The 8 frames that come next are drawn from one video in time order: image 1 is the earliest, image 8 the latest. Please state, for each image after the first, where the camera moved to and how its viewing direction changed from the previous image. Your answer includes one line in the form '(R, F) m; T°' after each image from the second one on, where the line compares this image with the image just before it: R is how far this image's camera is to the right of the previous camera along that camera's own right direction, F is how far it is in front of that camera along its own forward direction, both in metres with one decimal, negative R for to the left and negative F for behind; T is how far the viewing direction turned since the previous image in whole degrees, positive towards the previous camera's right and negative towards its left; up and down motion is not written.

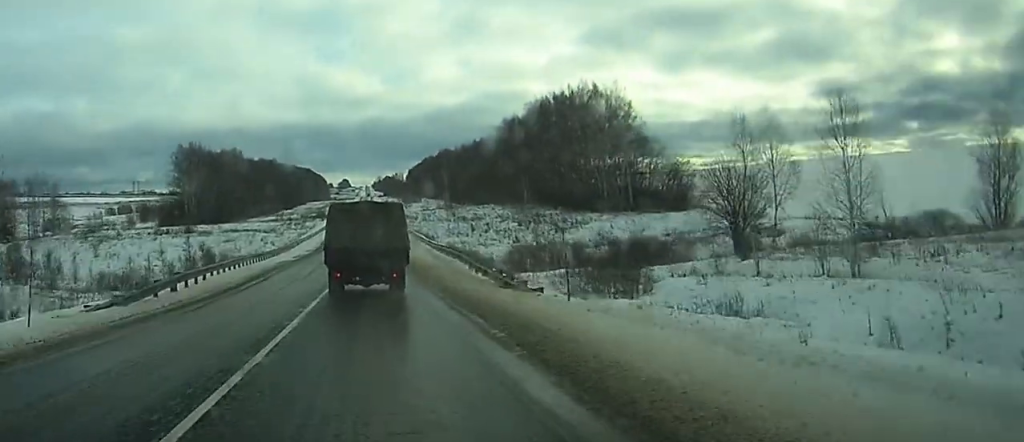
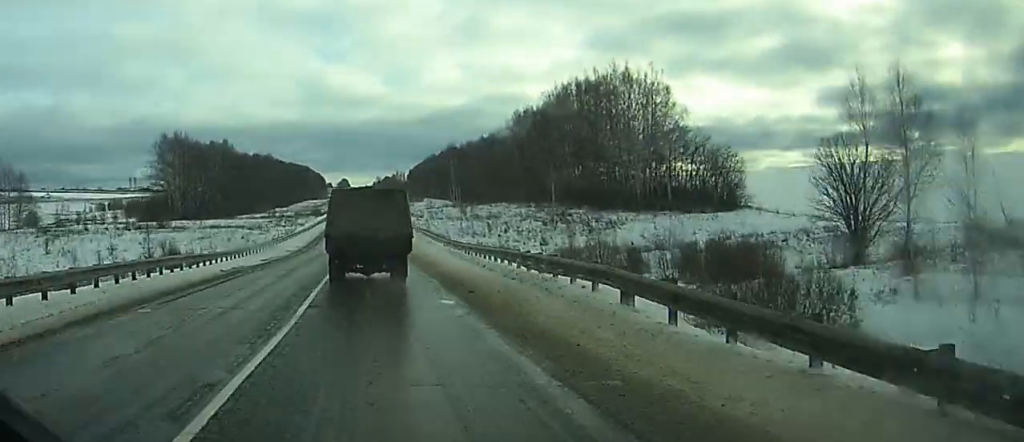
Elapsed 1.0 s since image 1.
(+1.1, +20.2) m; 0°
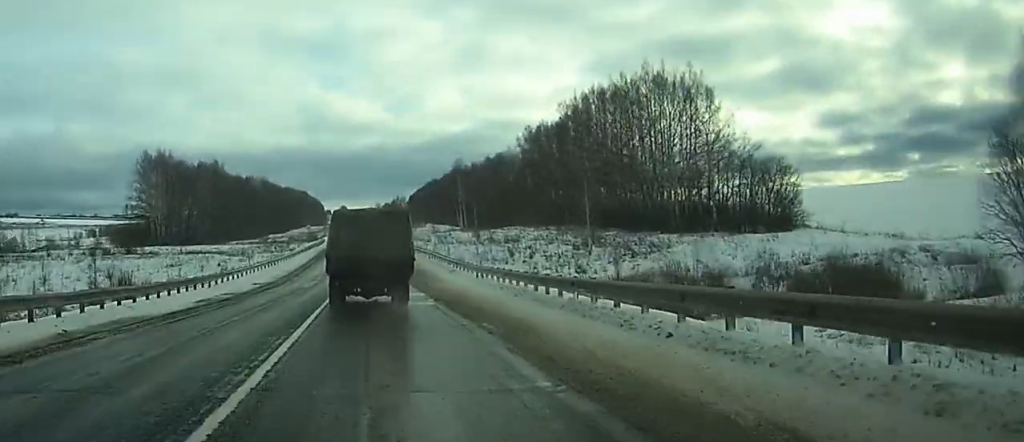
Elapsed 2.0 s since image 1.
(-0.8, +18.3) m; -3°
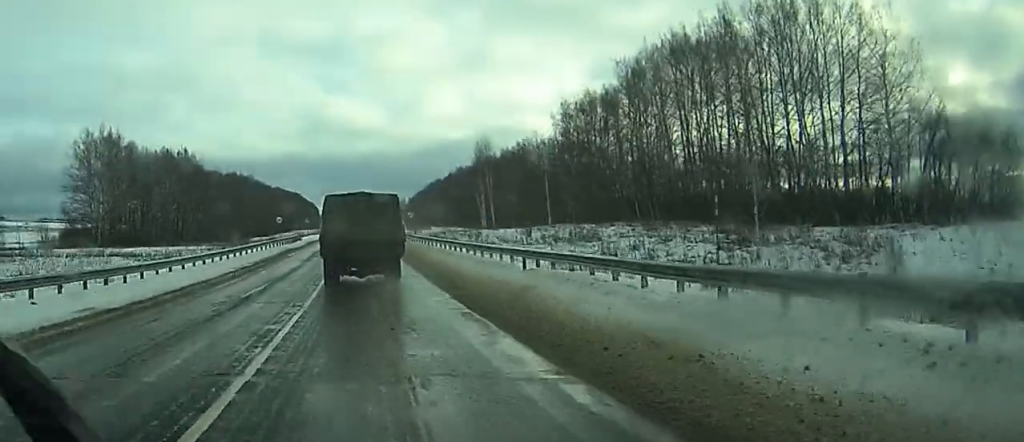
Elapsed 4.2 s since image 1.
(0.0, +44.7) m; 0°
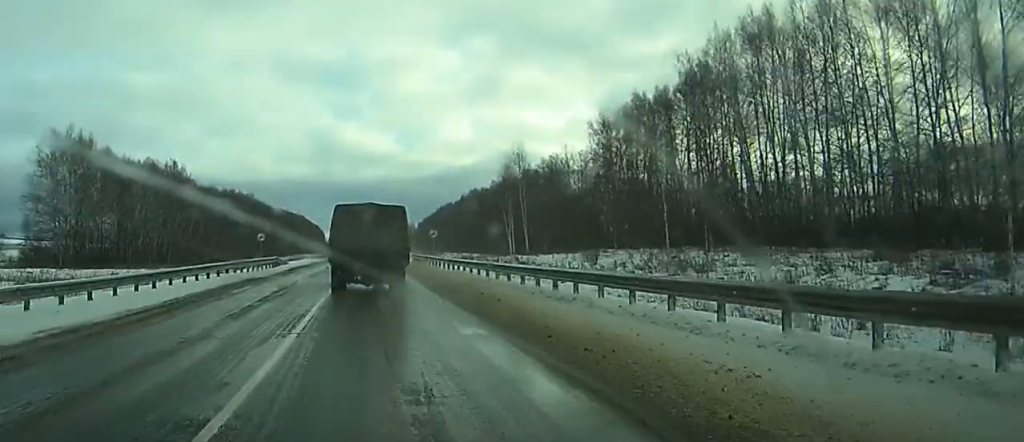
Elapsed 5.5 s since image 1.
(+0.1, +24.4) m; 0°
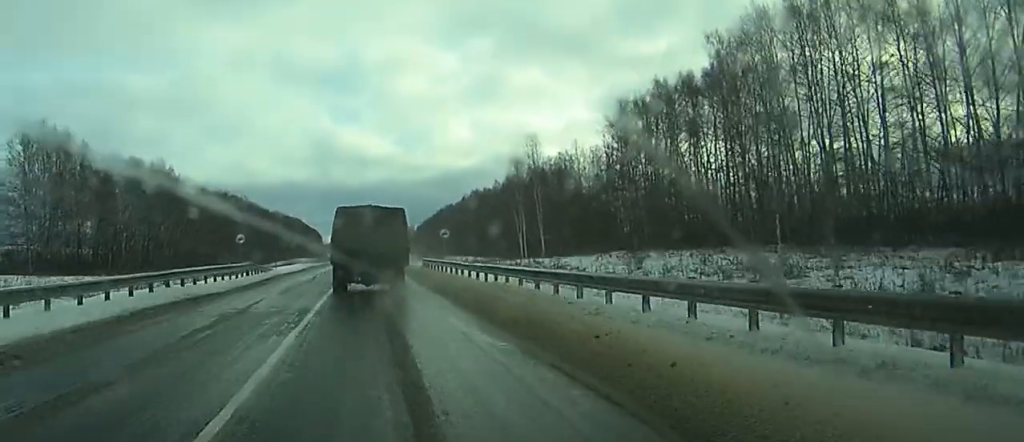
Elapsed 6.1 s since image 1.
(0.0, +11.9) m; 0°
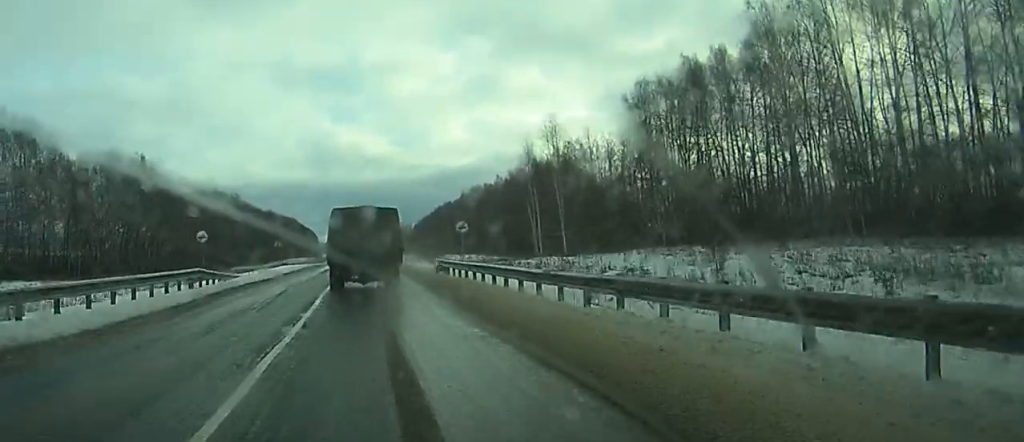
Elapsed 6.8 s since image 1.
(0.0, +14.7) m; 0°
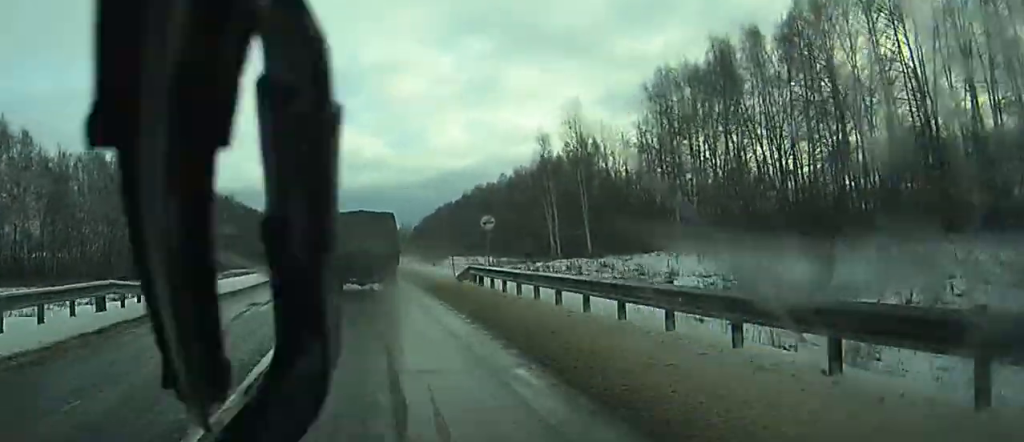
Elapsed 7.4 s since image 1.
(0.0, +11.6) m; 0°
